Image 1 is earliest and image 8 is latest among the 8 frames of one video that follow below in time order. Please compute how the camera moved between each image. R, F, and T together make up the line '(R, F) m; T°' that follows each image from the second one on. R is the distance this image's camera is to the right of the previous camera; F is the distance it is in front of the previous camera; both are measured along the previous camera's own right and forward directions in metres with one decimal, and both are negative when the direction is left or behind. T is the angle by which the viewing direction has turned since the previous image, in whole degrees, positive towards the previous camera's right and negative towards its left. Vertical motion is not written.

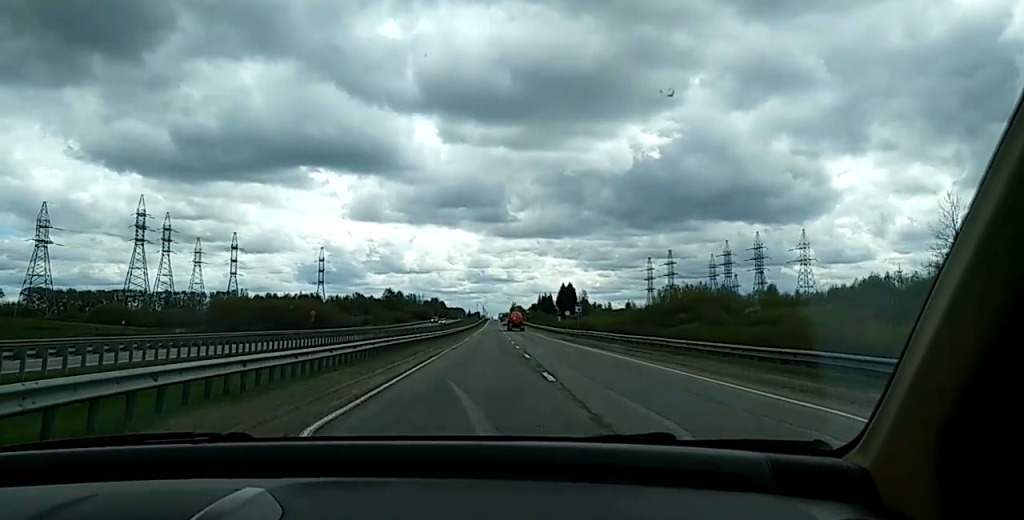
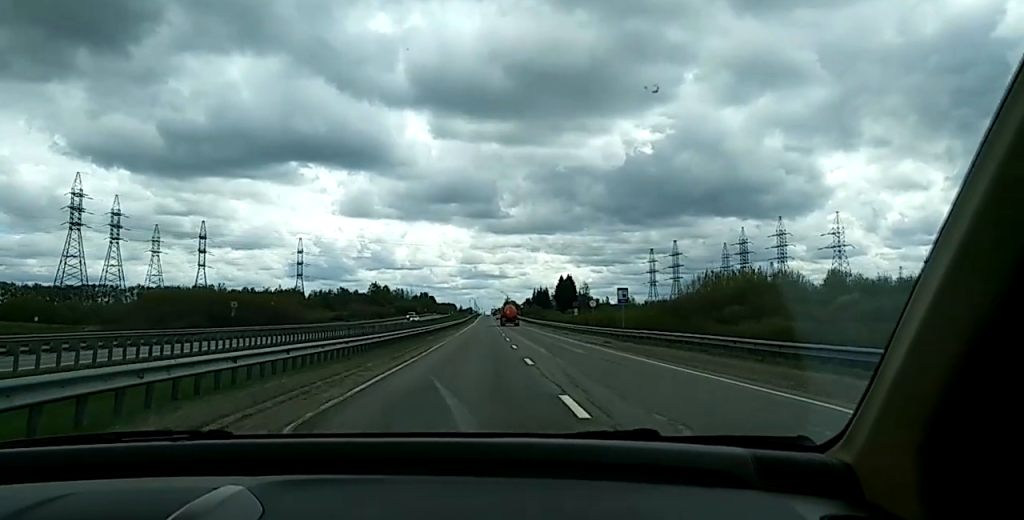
(-0.1, +34.9) m; 0°
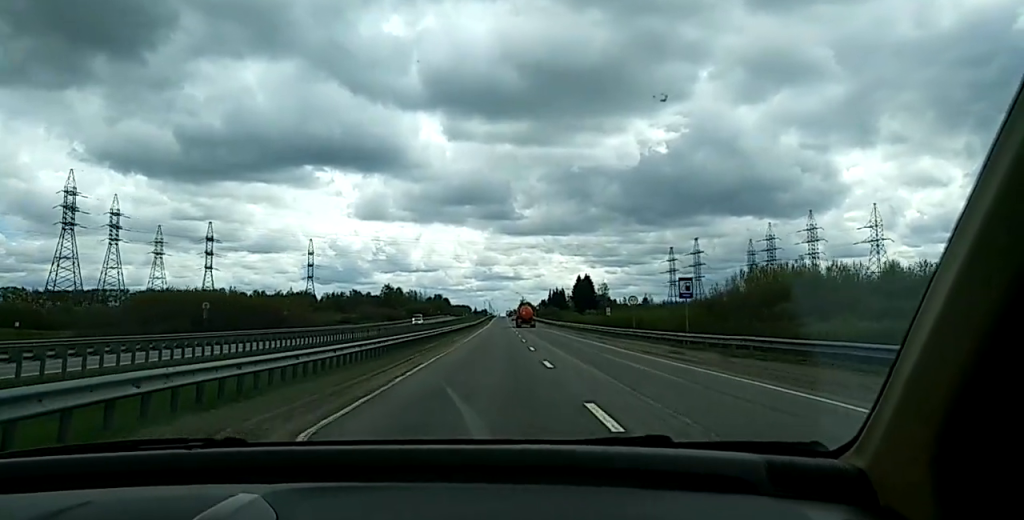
(0.0, +15.2) m; 0°
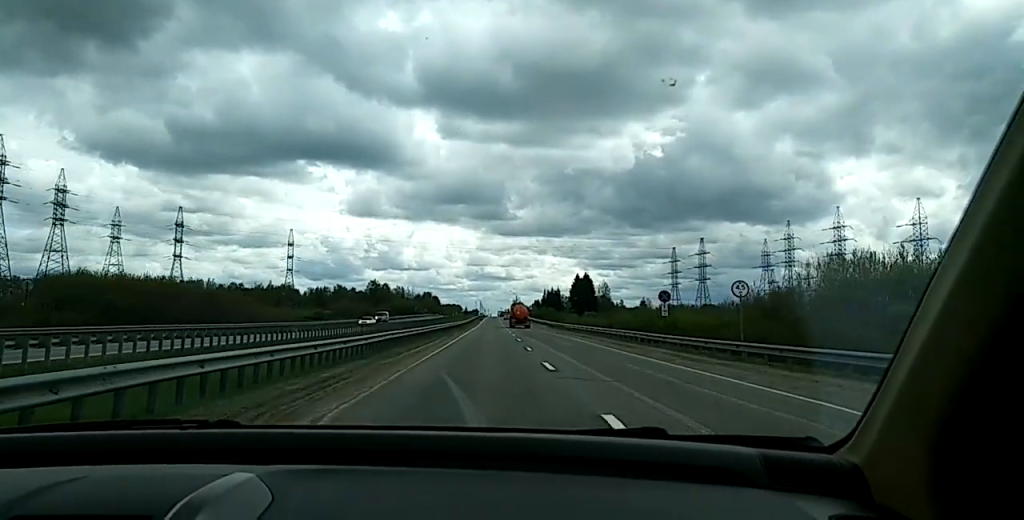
(0.0, +31.4) m; 0°
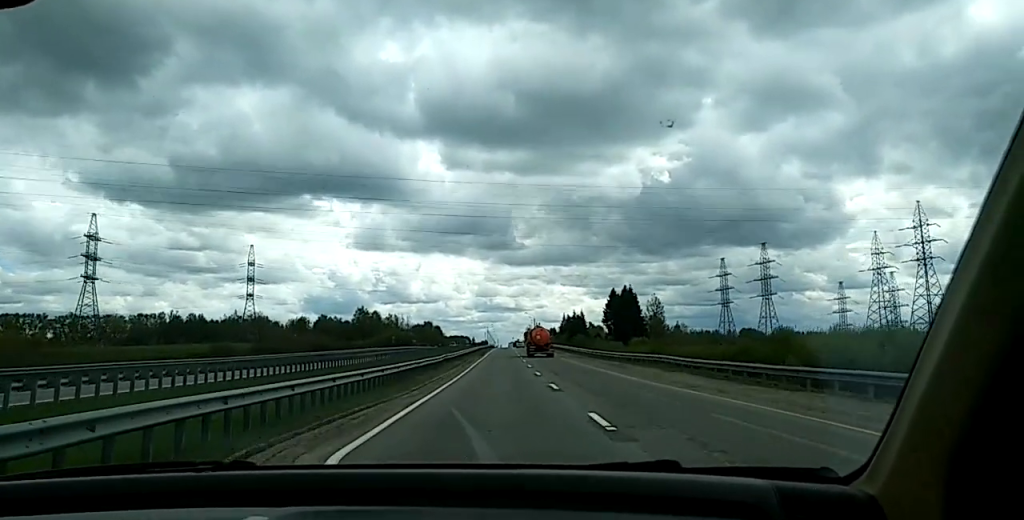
(-0.1, +72.3) m; 0°
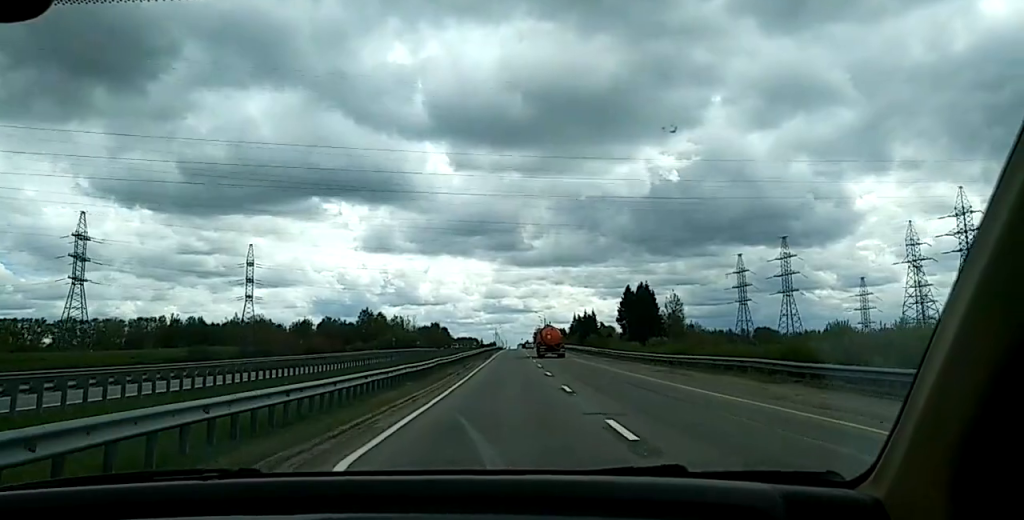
(0.0, +11.2) m; 0°
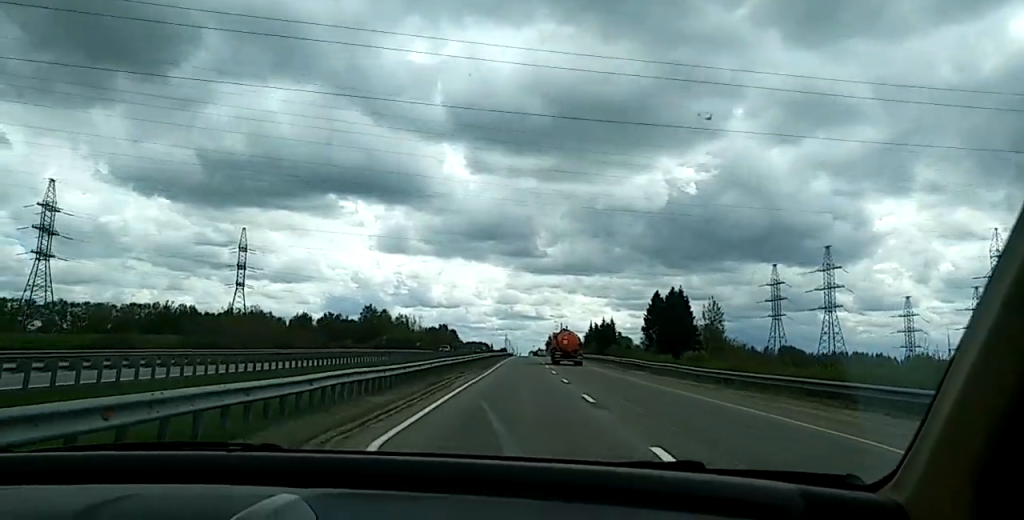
(-0.1, +25.0) m; 0°
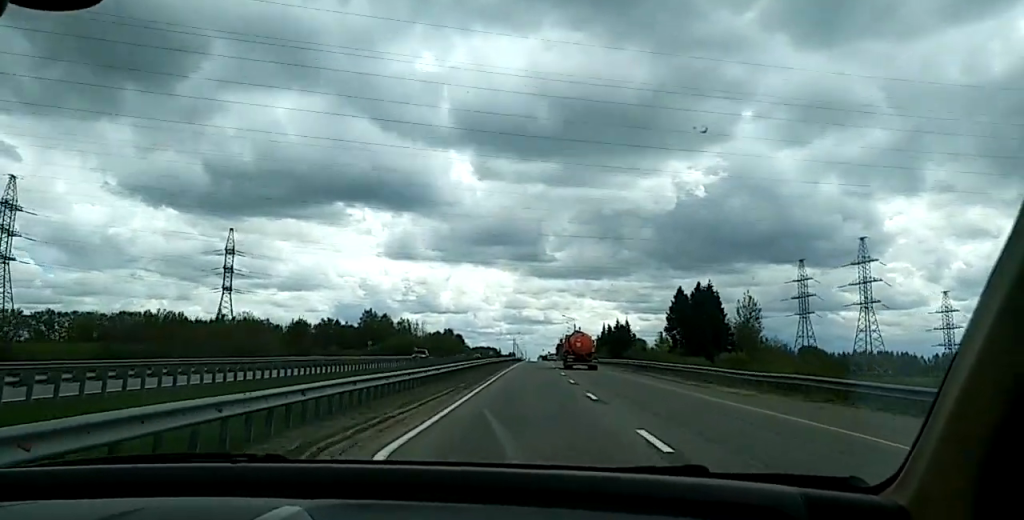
(-0.1, +20.8) m; 0°
